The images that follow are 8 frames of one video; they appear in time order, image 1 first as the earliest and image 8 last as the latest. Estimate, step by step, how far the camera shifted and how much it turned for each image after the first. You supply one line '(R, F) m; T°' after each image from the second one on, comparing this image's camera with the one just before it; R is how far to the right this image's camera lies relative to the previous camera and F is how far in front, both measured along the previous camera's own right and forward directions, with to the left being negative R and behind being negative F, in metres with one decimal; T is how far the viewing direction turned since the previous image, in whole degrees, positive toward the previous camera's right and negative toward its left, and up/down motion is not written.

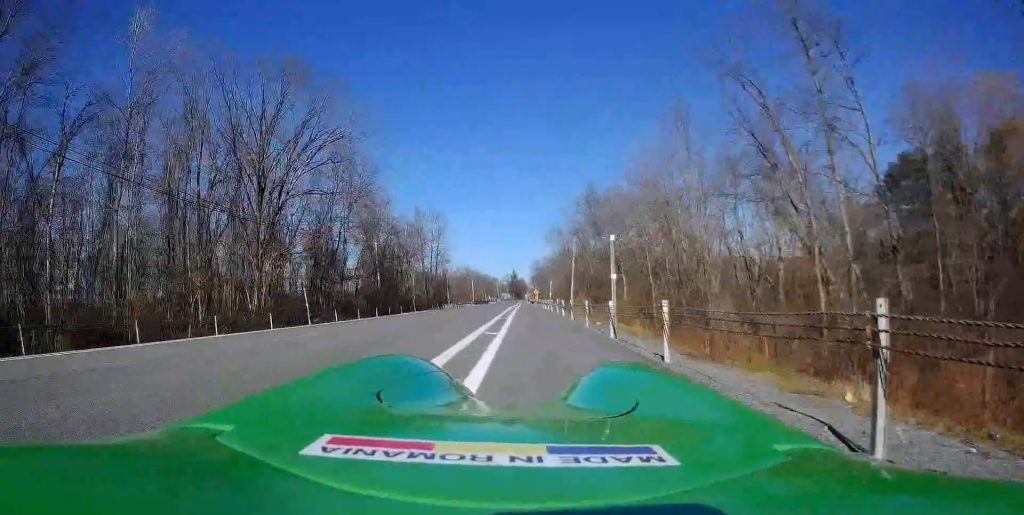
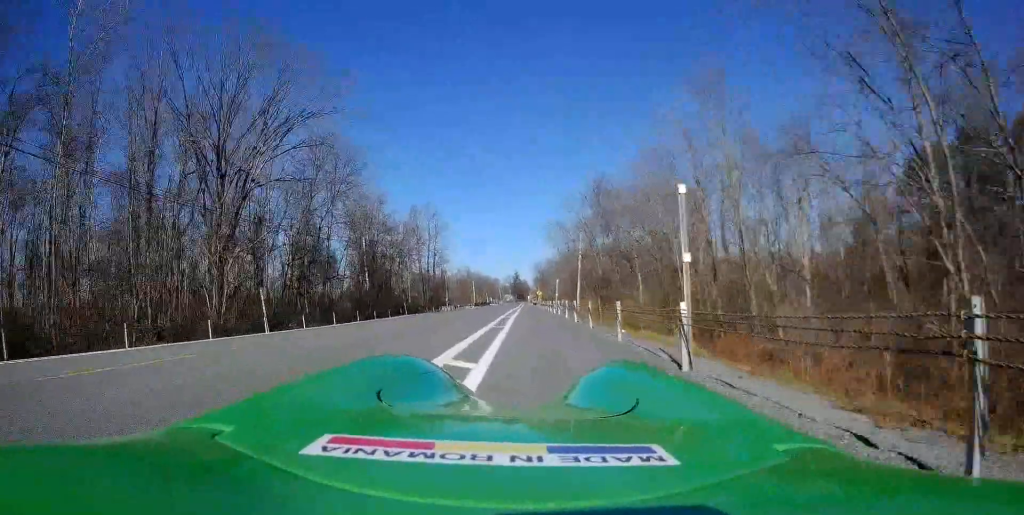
(+0.1, +5.5) m; -1°
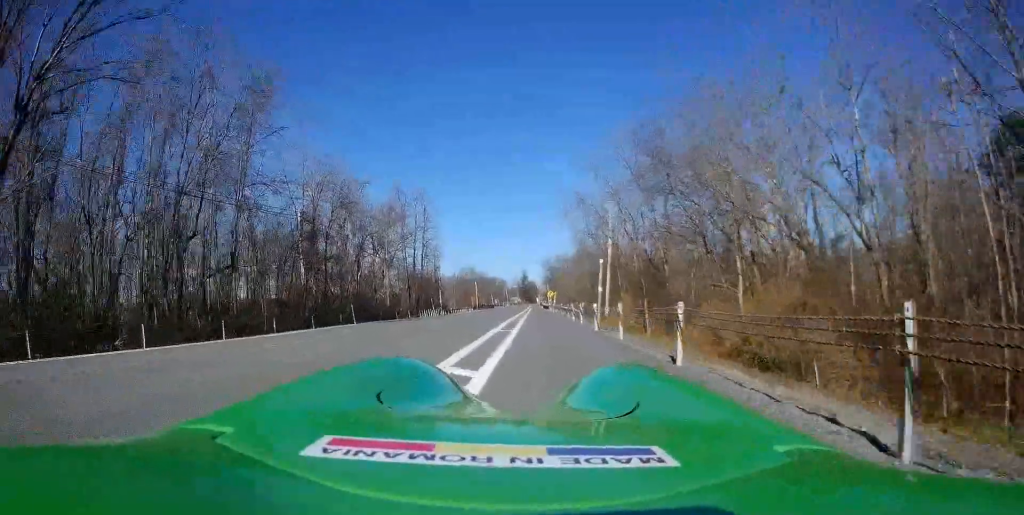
(-0.6, +18.8) m; +1°
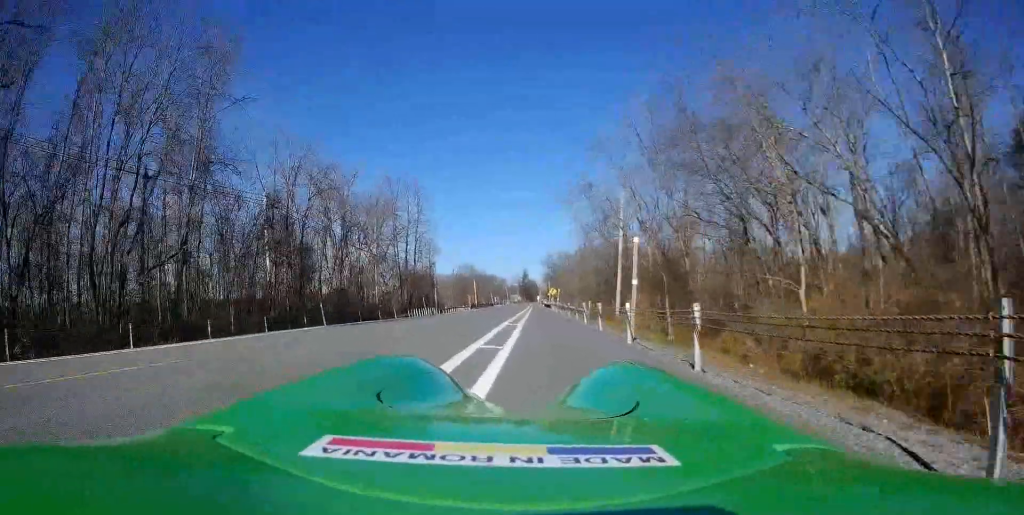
(+0.3, +6.0) m; 0°
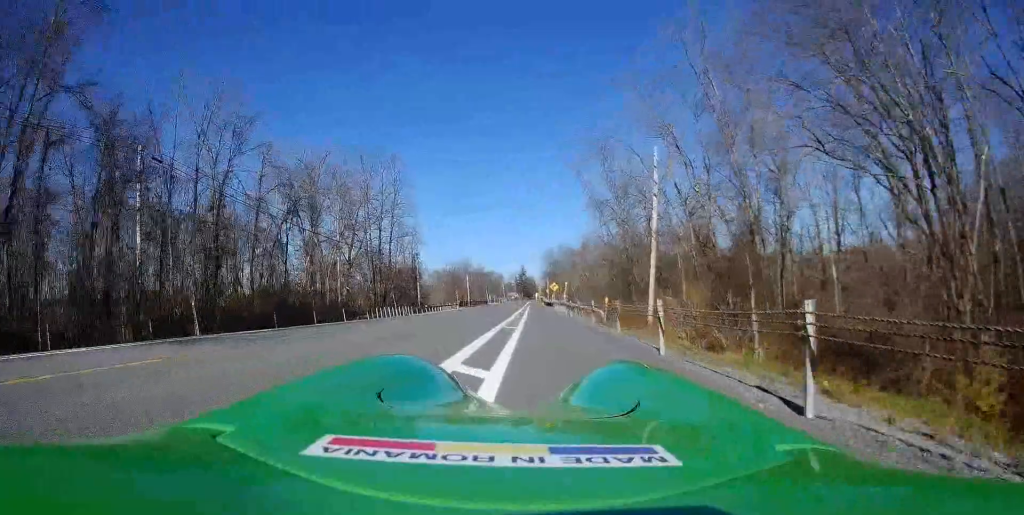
(-0.3, +12.7) m; 0°
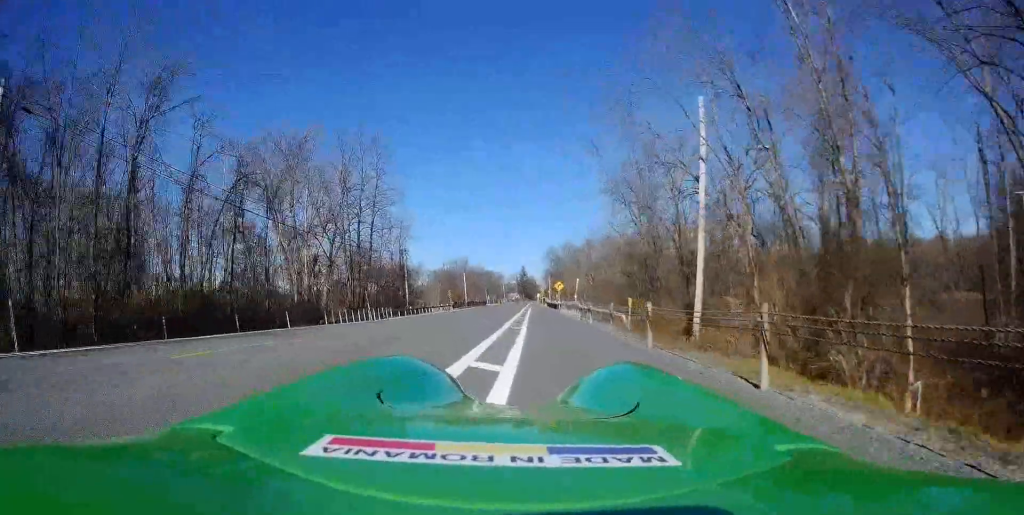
(+0.4, +8.5) m; 0°
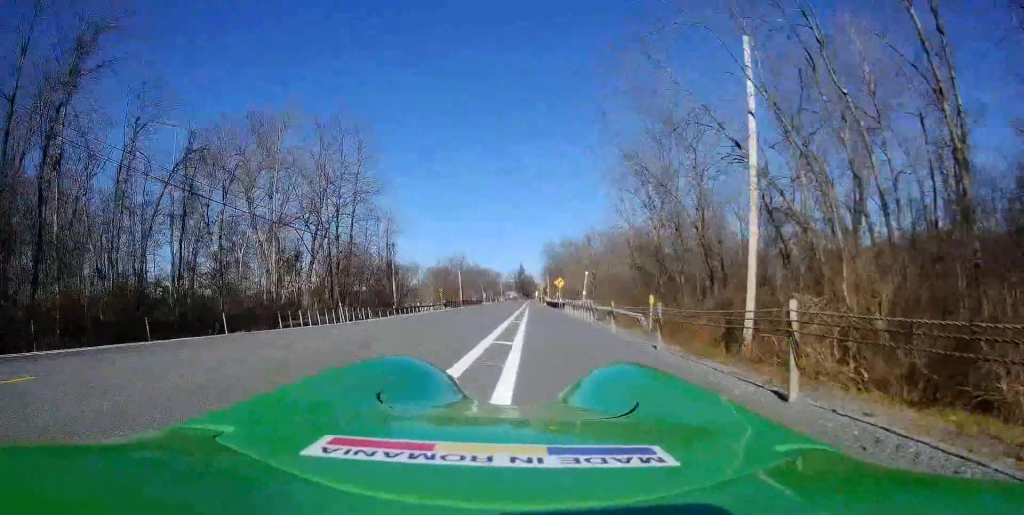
(-0.2, +6.1) m; -2°
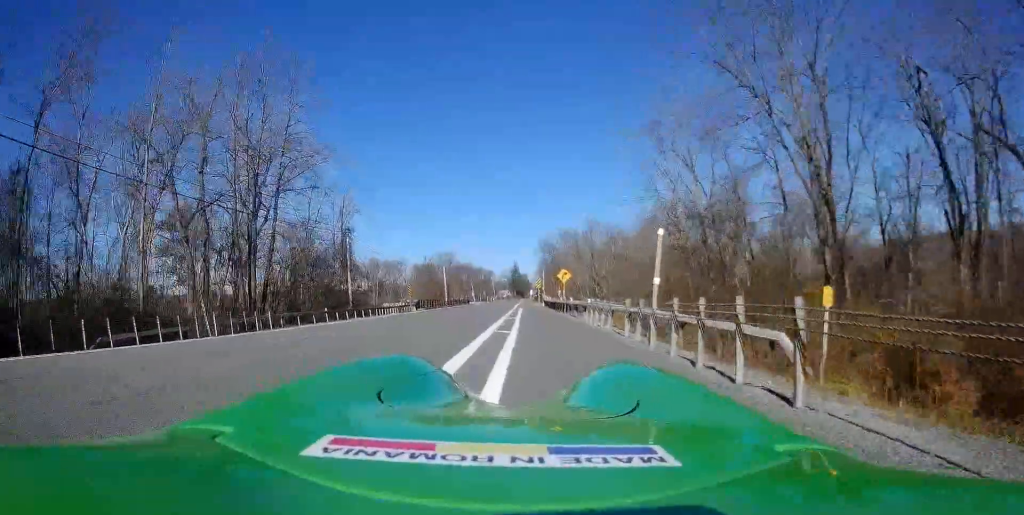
(0.0, +14.9) m; +4°
